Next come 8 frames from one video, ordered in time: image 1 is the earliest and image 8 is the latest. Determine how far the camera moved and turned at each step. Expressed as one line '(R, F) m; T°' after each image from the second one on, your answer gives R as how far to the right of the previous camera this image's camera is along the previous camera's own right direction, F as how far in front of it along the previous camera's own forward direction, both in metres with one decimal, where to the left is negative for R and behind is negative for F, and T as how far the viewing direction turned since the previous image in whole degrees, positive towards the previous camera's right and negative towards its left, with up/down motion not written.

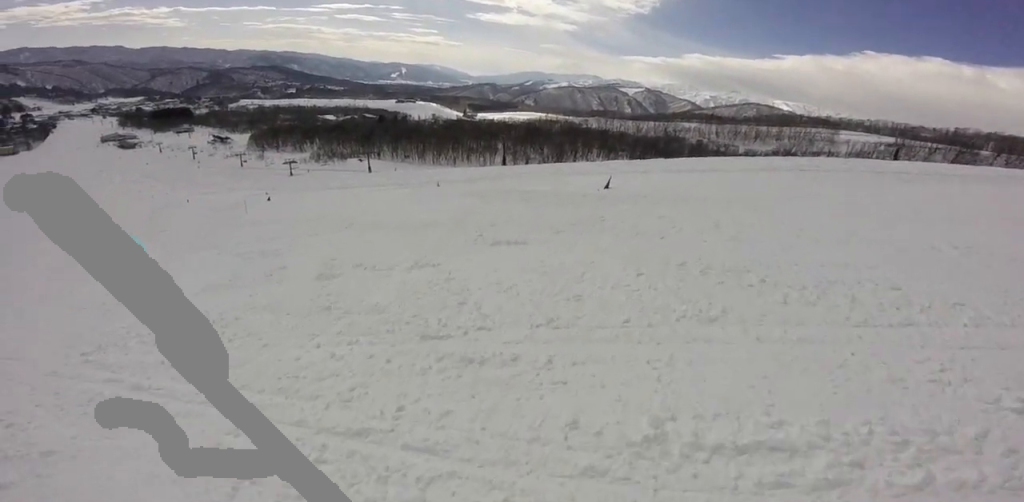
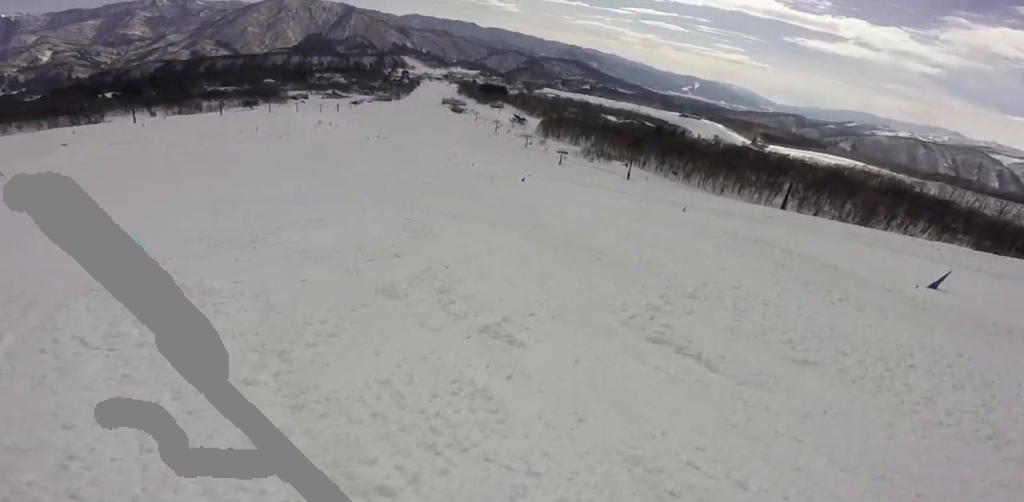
(-0.4, +2.3) m; -21°
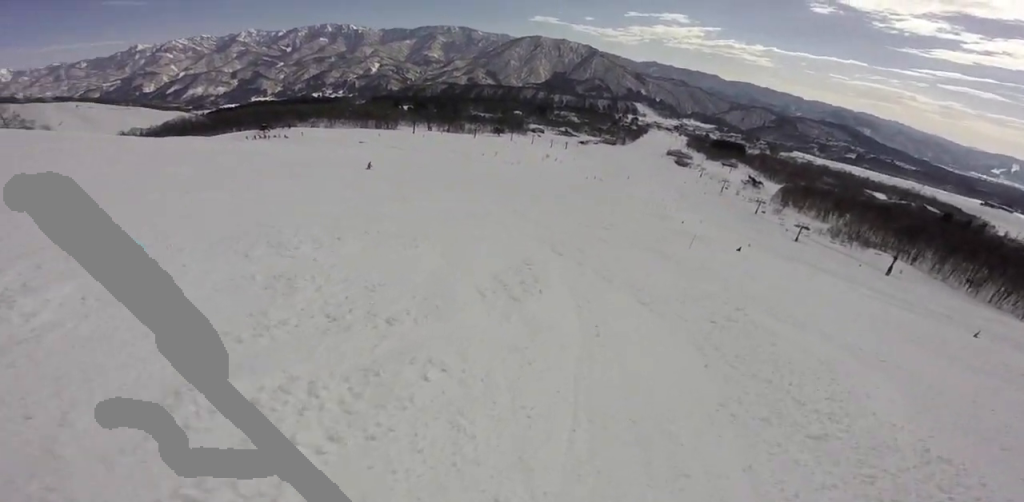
(-0.4, +2.1) m; -20°
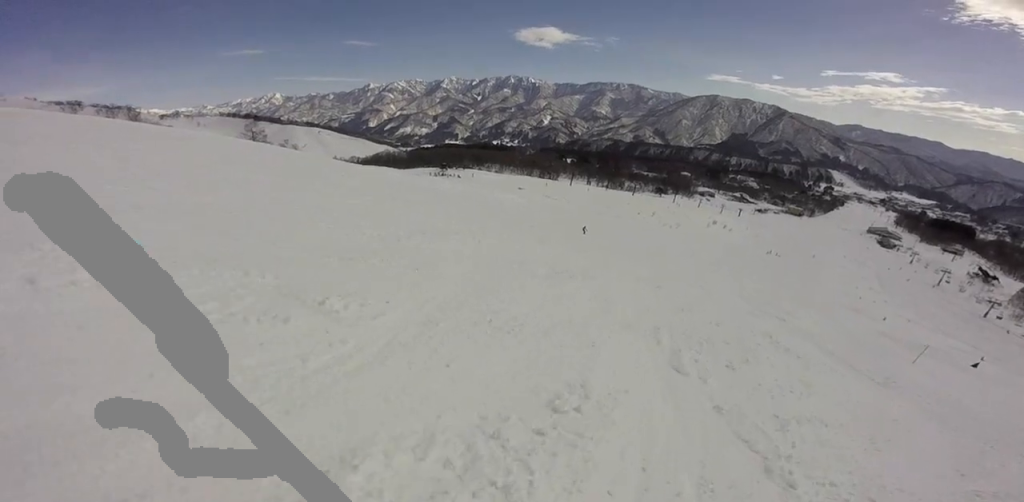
(-0.4, +2.6) m; -20°
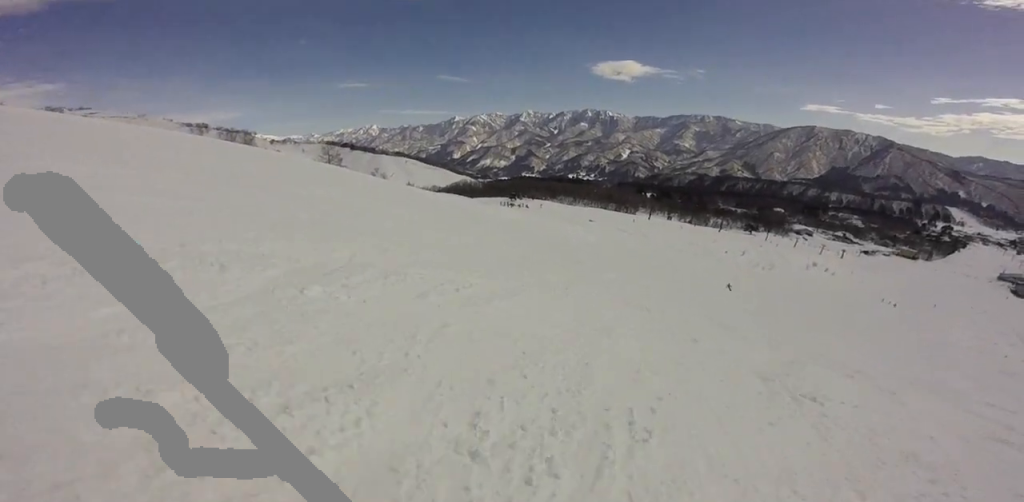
(-0.9, +4.4) m; -14°
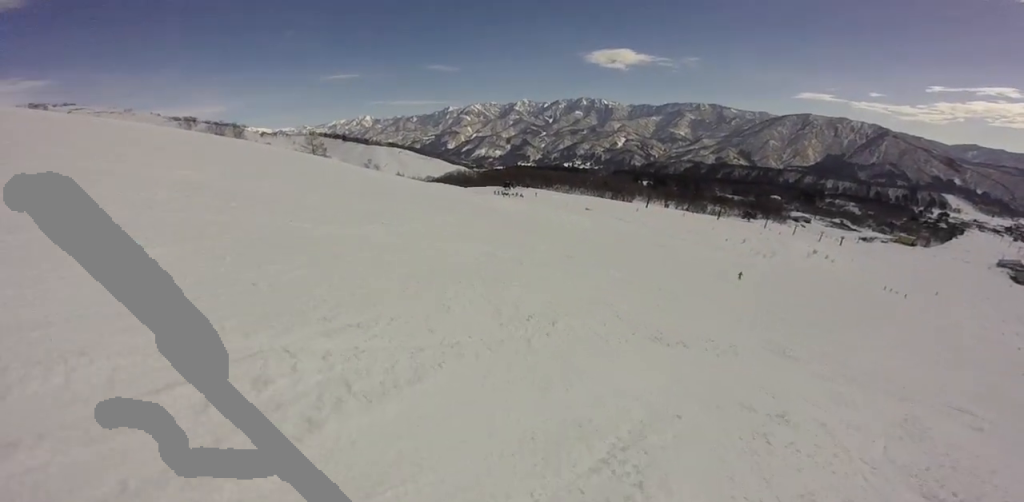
(-0.2, +2.5) m; 0°
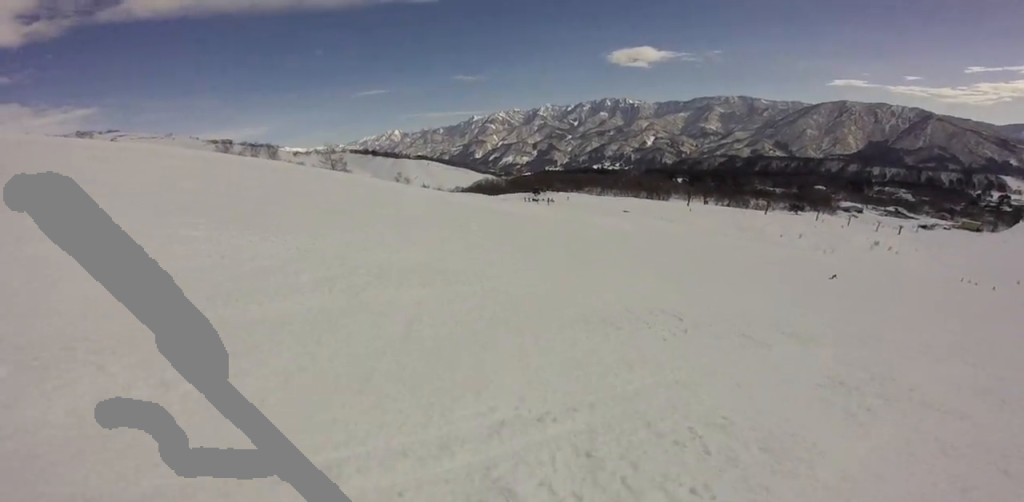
(+0.4, +5.3) m; +11°
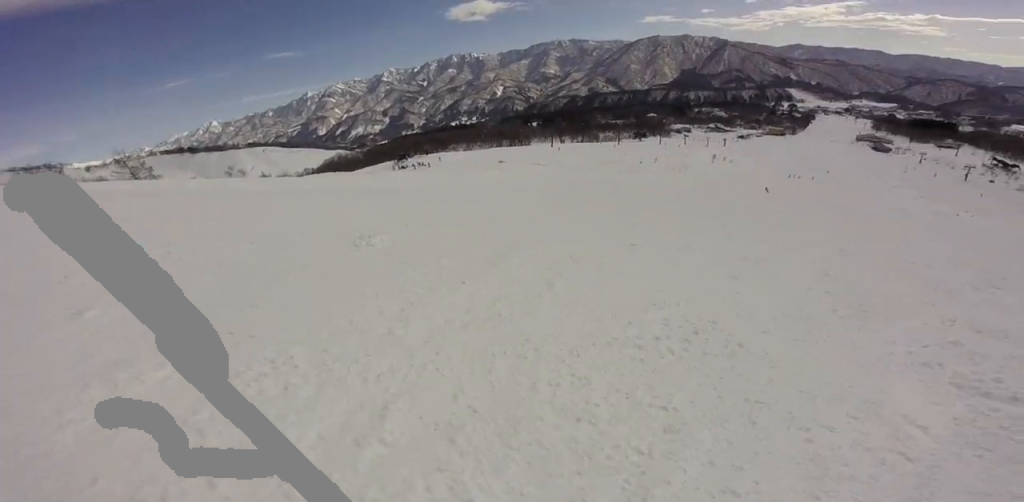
(+1.3, +6.3) m; +27°
